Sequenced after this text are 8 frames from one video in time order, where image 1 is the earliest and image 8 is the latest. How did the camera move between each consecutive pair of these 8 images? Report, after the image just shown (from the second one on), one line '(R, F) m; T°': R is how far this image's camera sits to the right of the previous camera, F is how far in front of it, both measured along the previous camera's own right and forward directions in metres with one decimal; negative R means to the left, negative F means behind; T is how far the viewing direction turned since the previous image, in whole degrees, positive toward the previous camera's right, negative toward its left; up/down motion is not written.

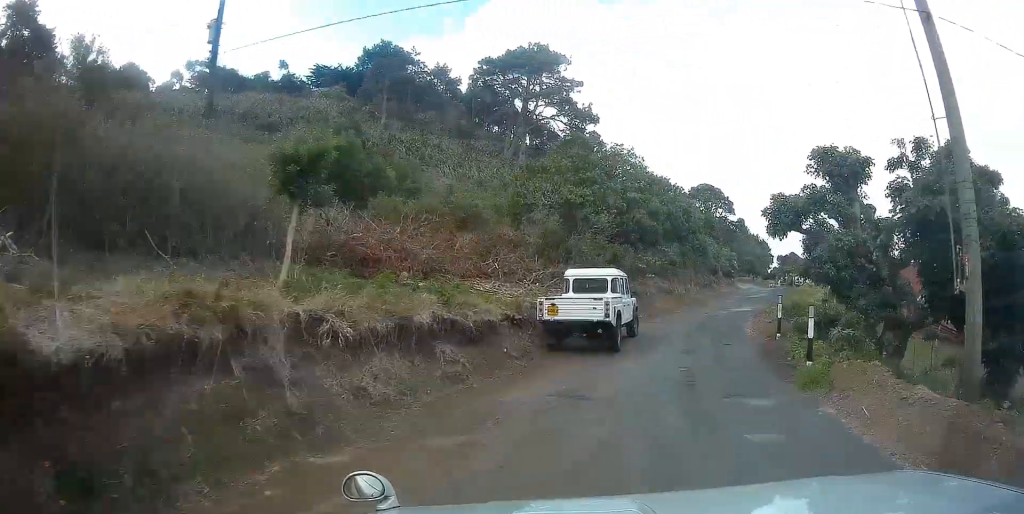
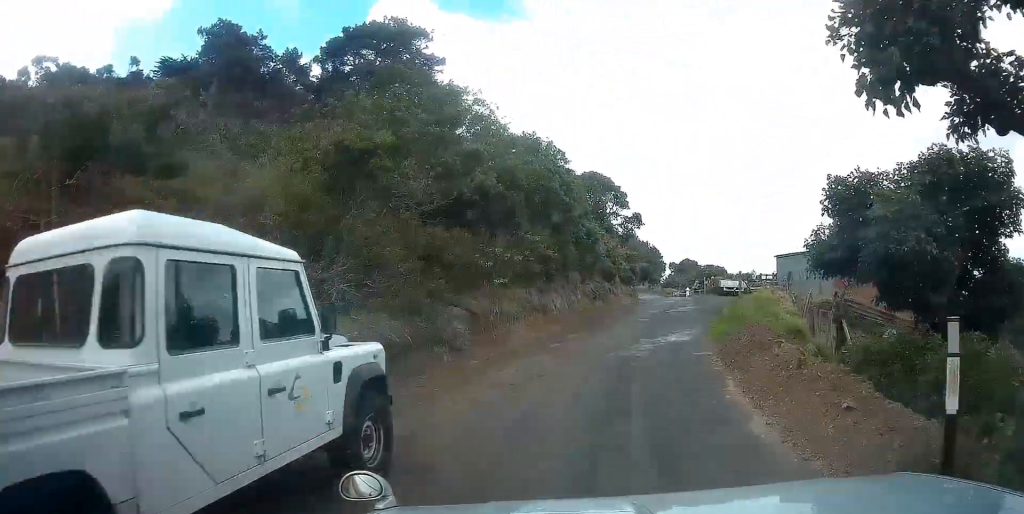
(+1.8, +12.5) m; +11°
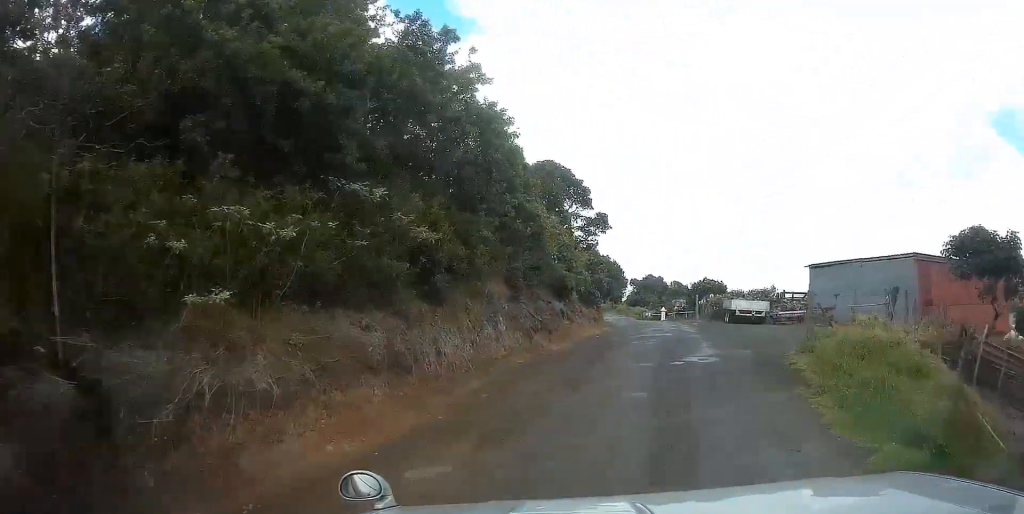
(+0.4, +11.2) m; +4°
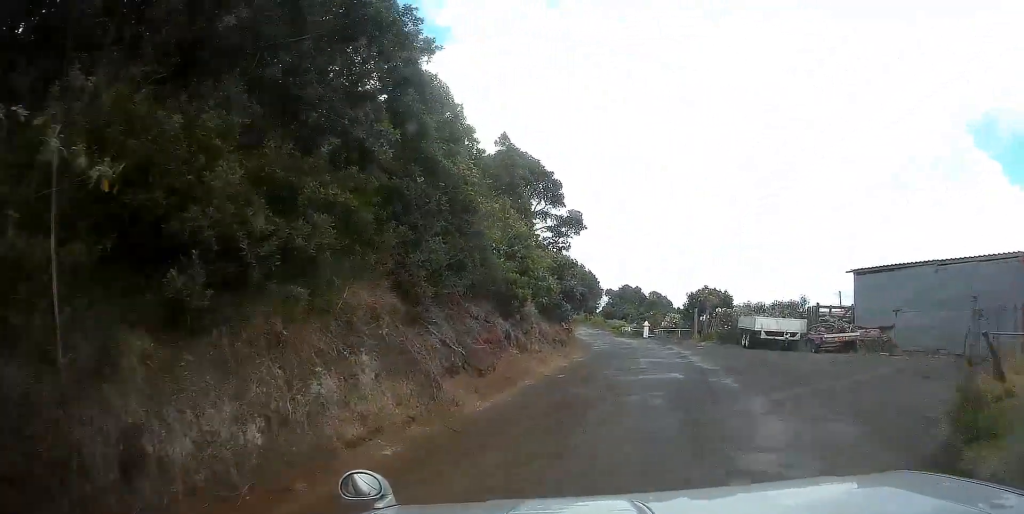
(+0.1, +6.7) m; +1°
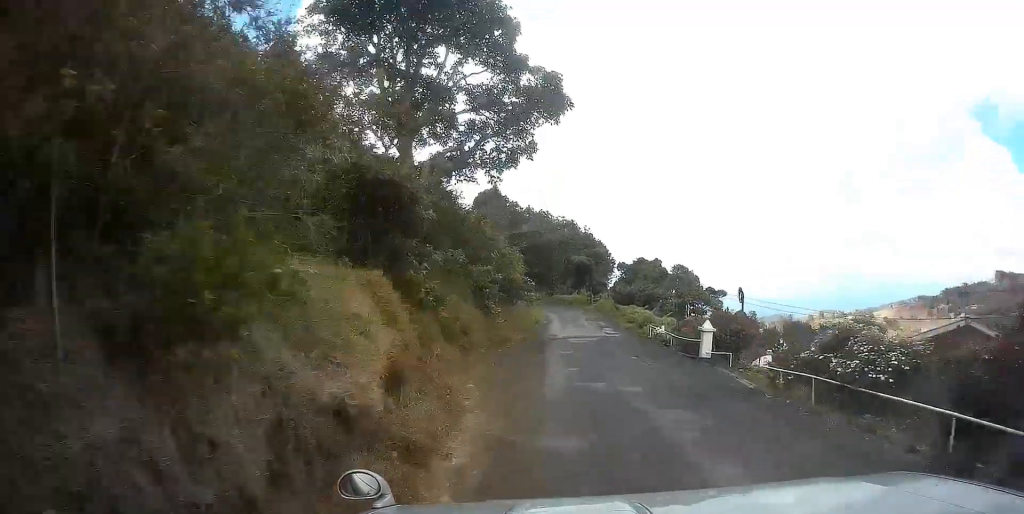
(+0.1, +21.2) m; -2°
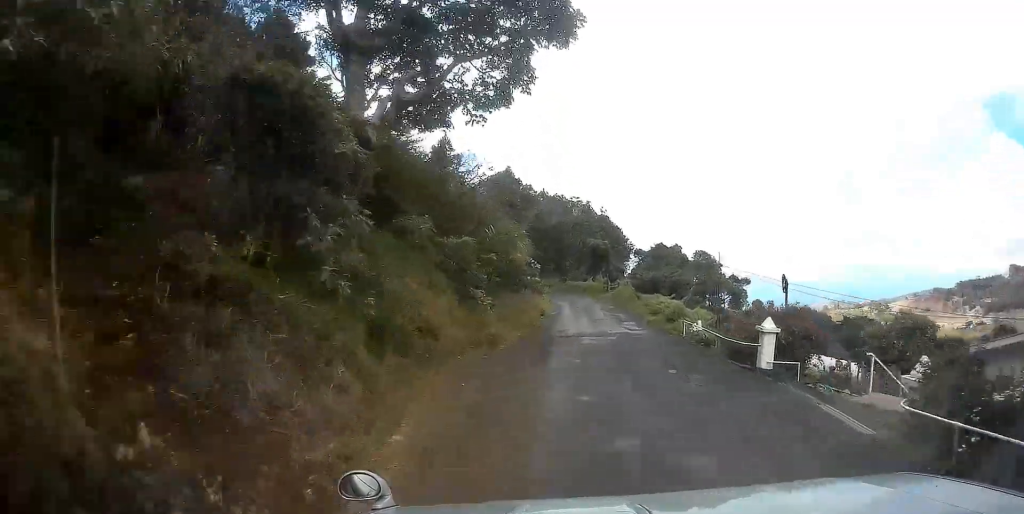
(0.0, +4.7) m; -1°
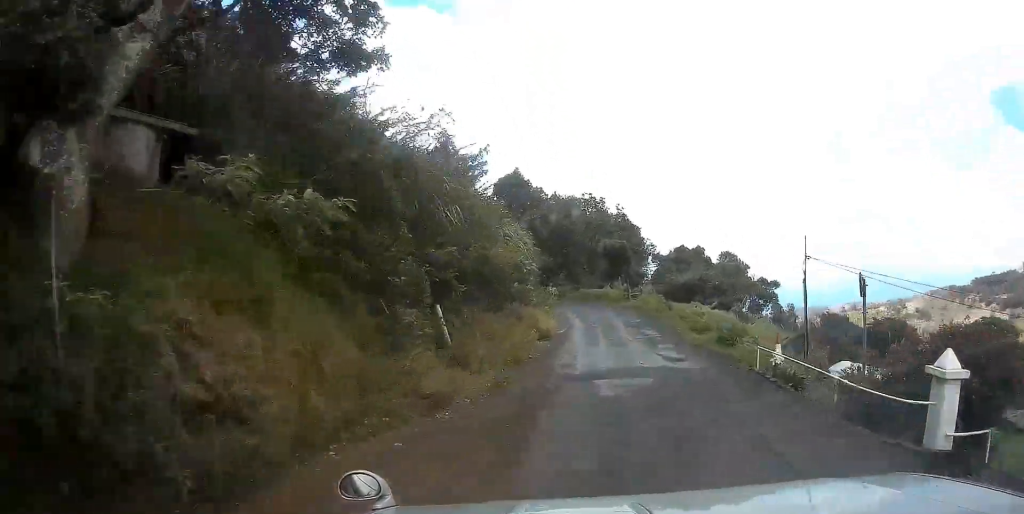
(-0.1, +6.3) m; -2°
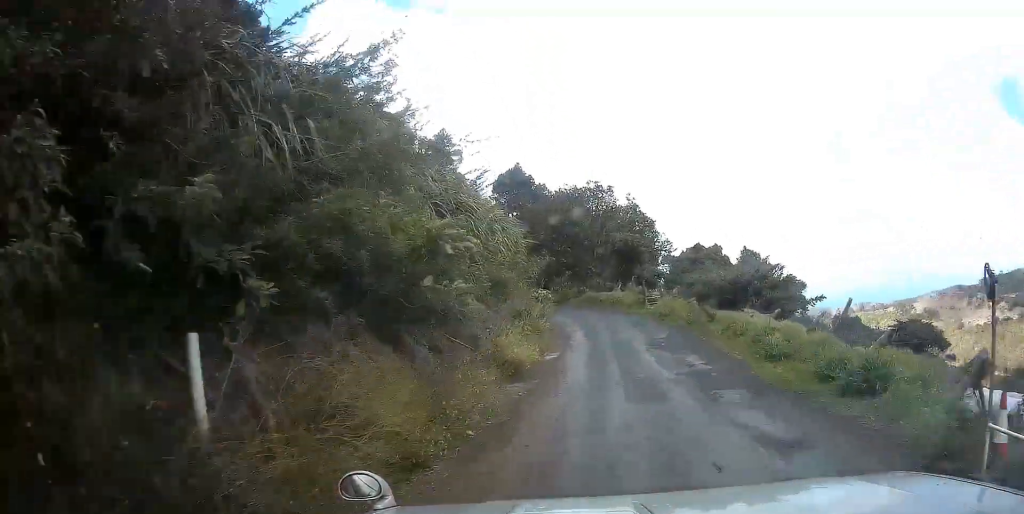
(-0.1, +7.1) m; -2°
